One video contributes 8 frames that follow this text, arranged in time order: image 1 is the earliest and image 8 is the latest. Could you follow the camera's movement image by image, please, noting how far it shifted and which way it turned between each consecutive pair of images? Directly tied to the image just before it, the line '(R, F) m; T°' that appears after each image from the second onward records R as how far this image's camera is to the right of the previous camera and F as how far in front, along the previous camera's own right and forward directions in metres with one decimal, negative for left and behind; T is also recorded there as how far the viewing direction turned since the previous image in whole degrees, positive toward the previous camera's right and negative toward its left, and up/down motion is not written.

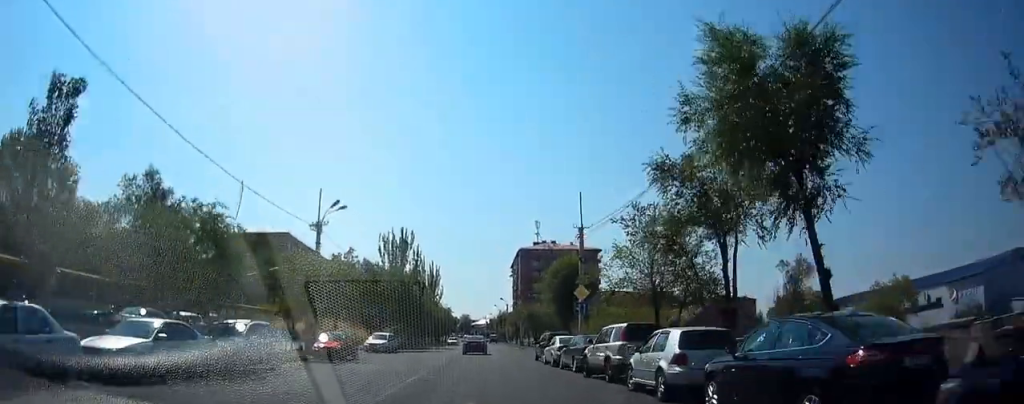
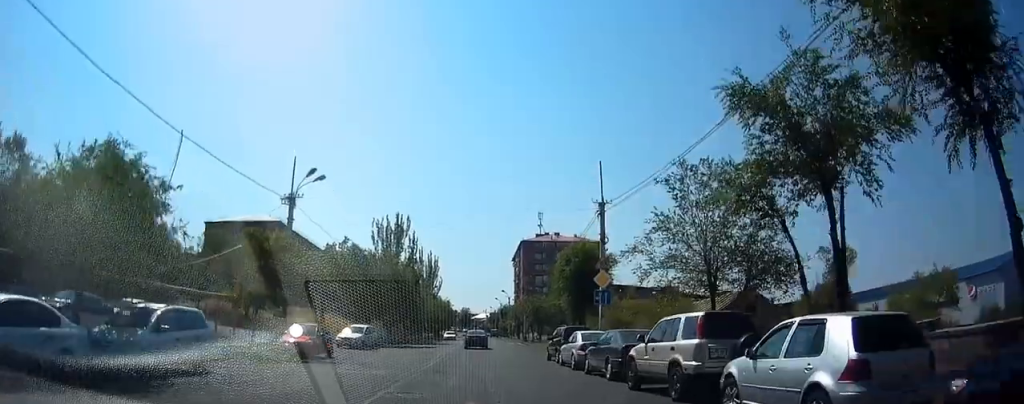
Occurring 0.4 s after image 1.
(0.0, +6.2) m; 0°
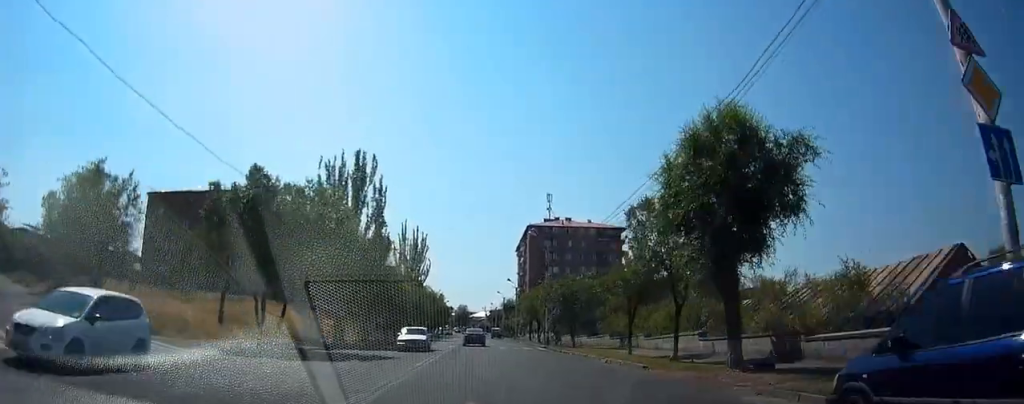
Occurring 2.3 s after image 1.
(0.0, +24.4) m; 0°
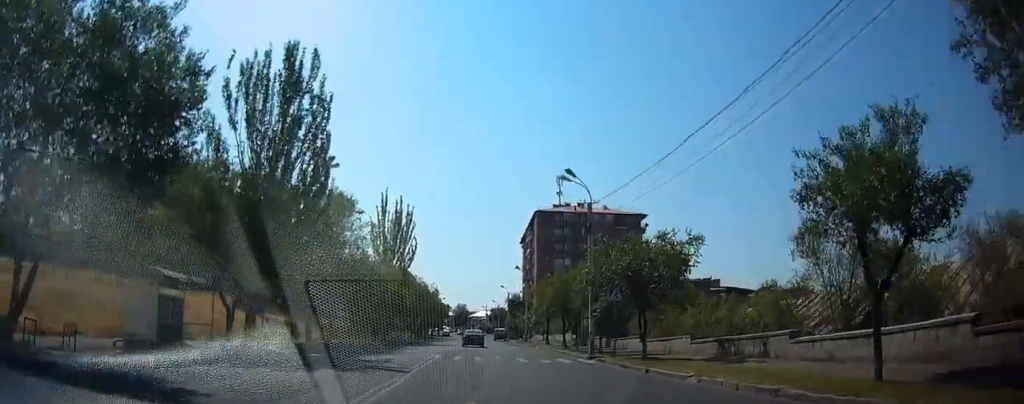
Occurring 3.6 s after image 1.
(0.0, +18.4) m; -1°
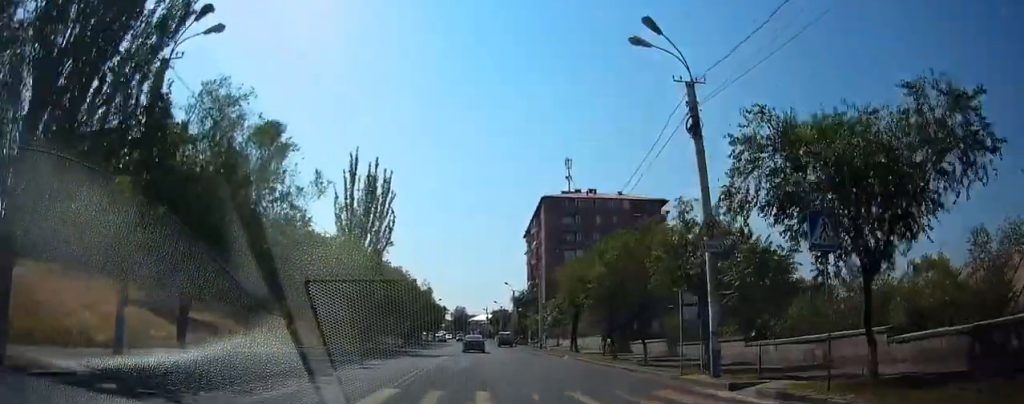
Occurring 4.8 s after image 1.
(-0.4, +15.6) m; -1°
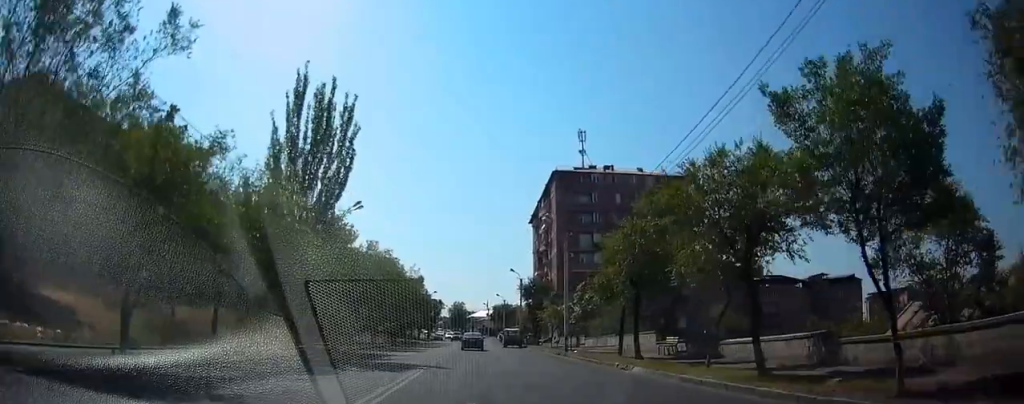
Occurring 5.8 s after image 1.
(+0.2, +14.5) m; 0°
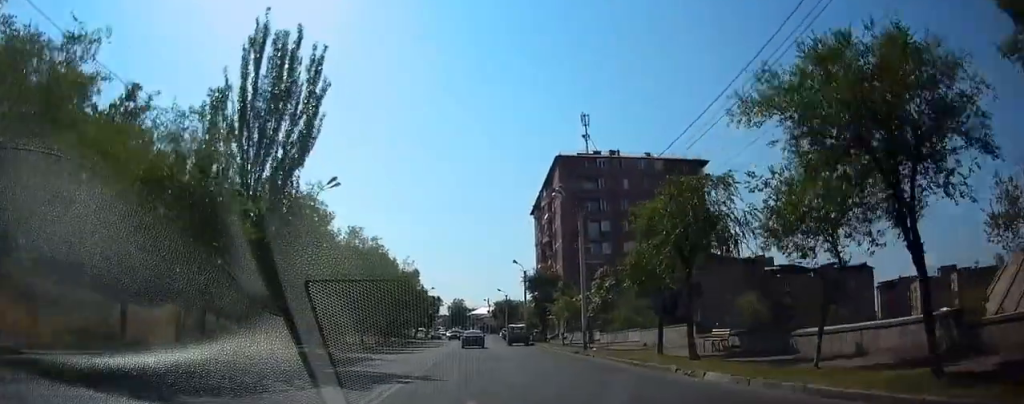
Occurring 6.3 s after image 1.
(-0.1, +6.5) m; 0°
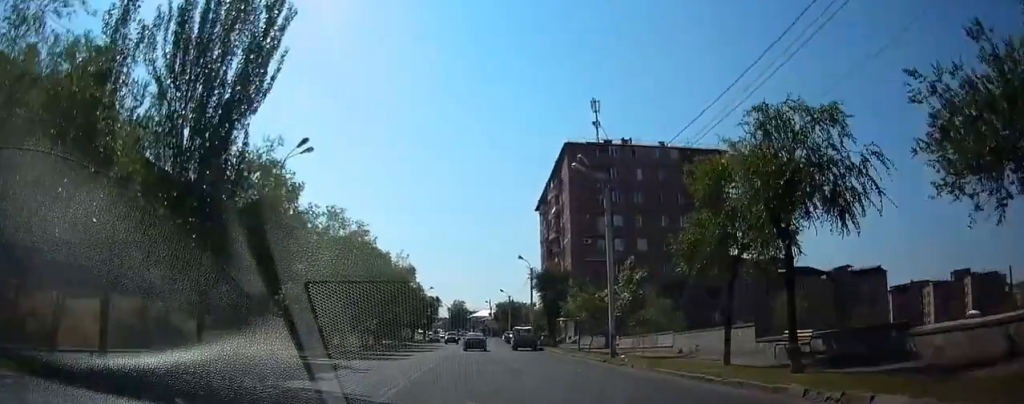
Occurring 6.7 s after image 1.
(-0.1, +6.7) m; -1°
